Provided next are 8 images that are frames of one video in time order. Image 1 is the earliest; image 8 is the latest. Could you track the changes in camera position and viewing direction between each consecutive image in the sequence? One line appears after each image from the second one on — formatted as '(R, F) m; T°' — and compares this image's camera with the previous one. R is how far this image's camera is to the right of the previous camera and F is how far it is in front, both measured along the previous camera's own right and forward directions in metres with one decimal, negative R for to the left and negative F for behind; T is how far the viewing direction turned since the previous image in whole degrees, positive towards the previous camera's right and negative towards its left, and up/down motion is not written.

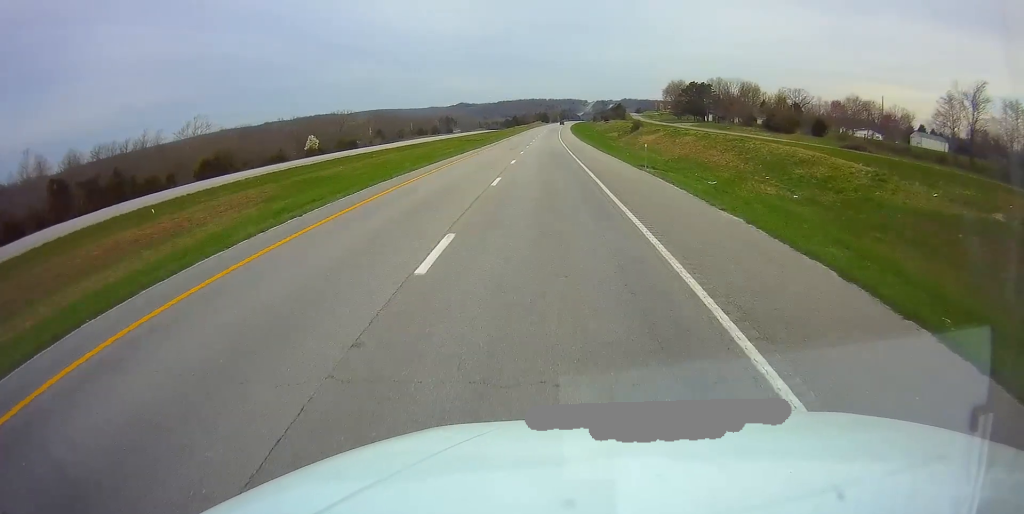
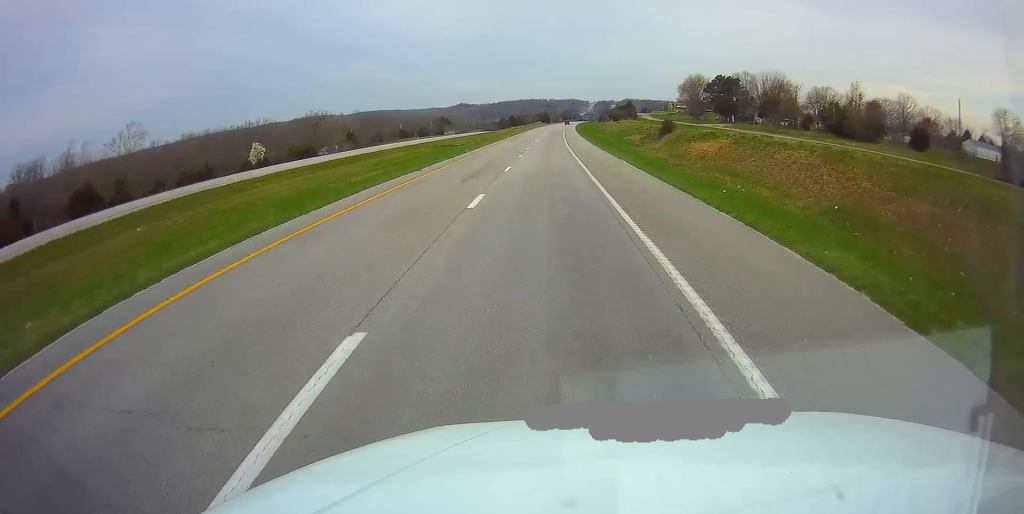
(0.0, +30.2) m; 0°
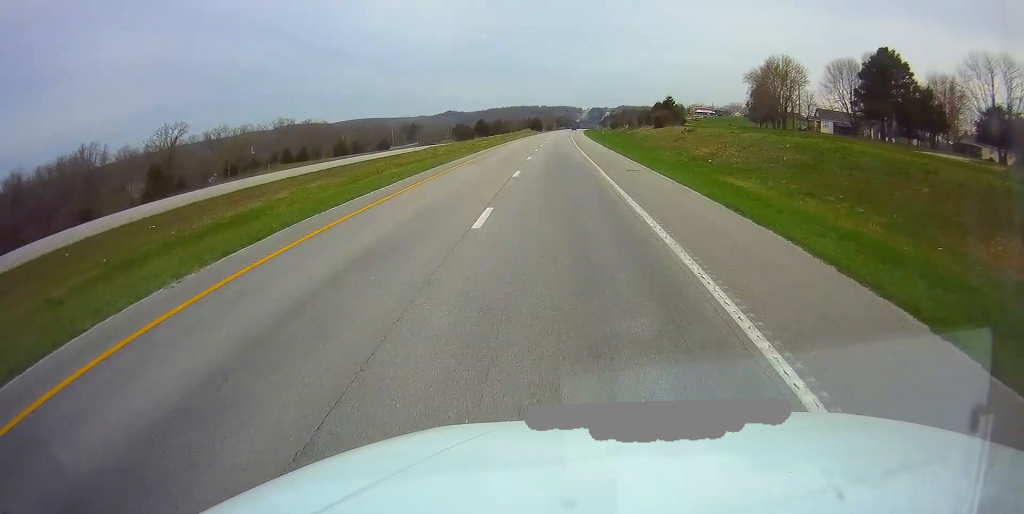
(+0.5, +89.3) m; +1°
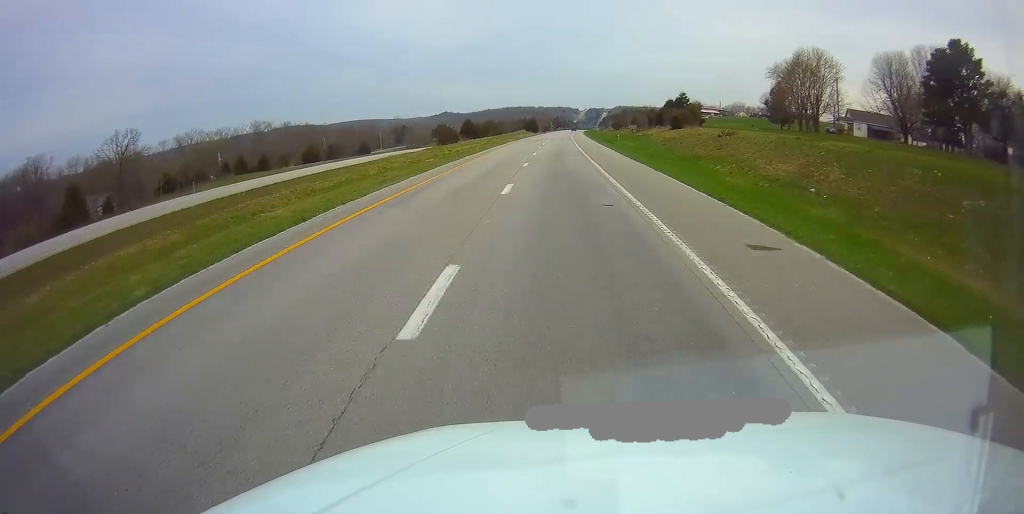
(+0.1, +18.6) m; +1°
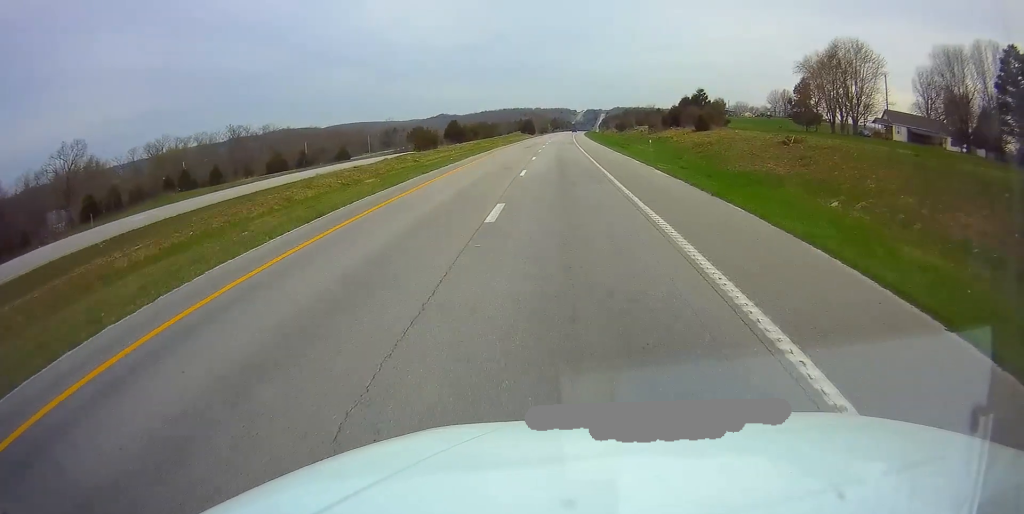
(+0.1, +17.5) m; 0°
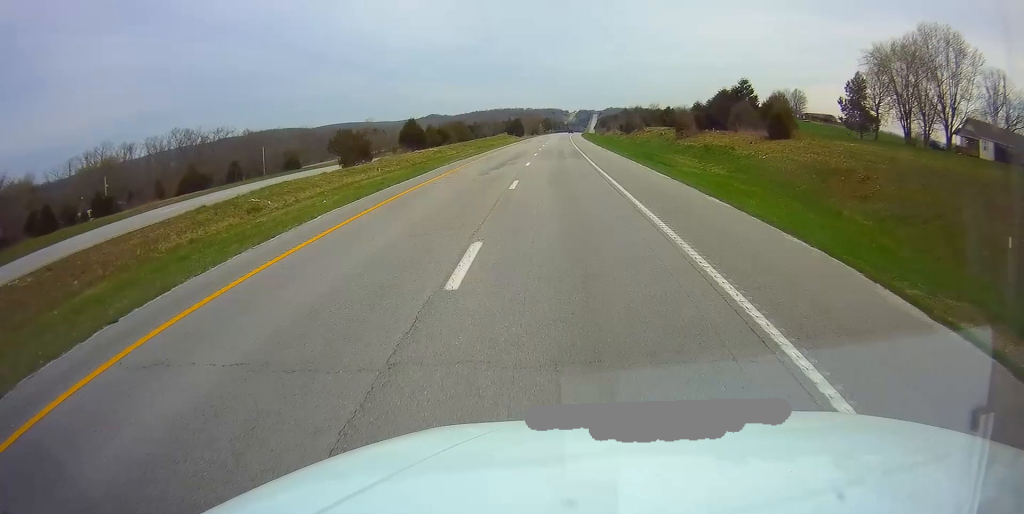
(+0.1, +29.8) m; +1°
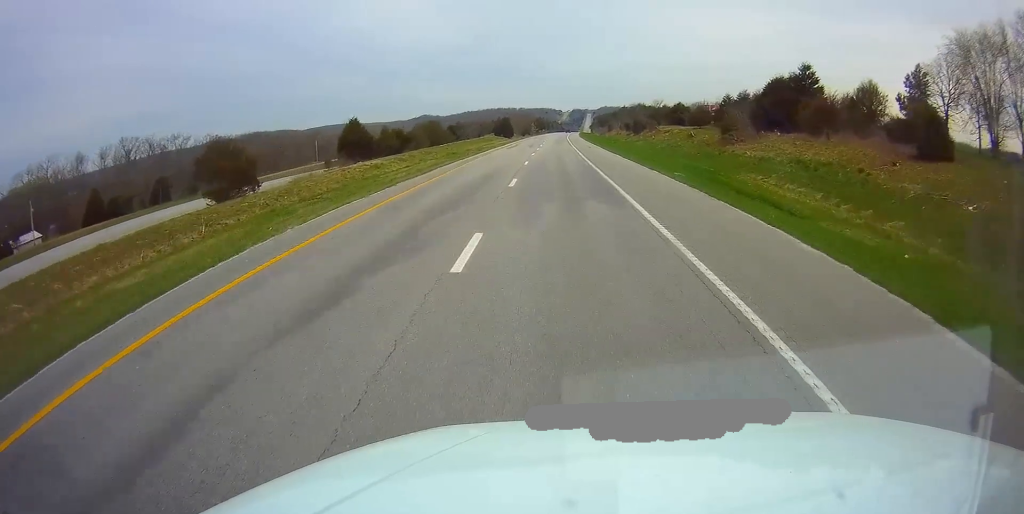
(0.0, +23.7) m; +1°
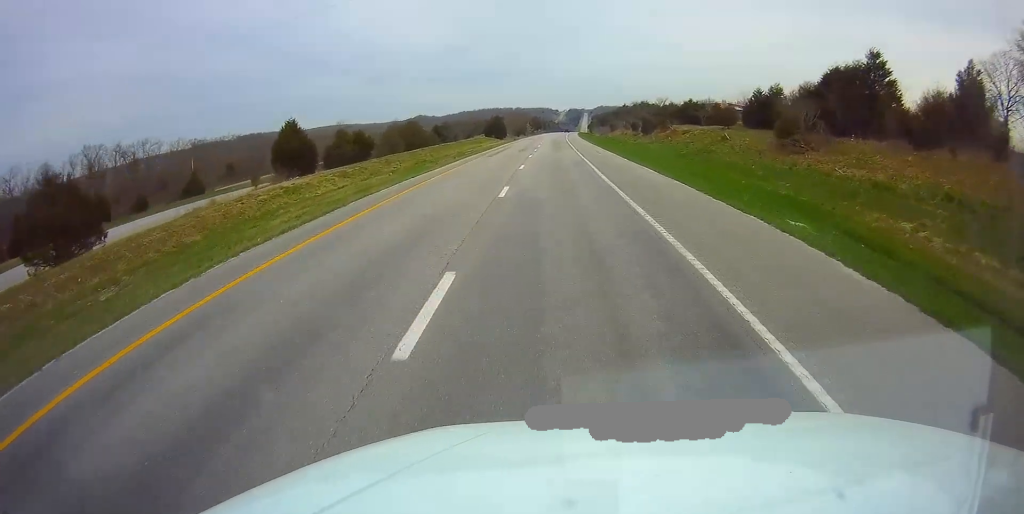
(+0.2, +15.5) m; 0°
